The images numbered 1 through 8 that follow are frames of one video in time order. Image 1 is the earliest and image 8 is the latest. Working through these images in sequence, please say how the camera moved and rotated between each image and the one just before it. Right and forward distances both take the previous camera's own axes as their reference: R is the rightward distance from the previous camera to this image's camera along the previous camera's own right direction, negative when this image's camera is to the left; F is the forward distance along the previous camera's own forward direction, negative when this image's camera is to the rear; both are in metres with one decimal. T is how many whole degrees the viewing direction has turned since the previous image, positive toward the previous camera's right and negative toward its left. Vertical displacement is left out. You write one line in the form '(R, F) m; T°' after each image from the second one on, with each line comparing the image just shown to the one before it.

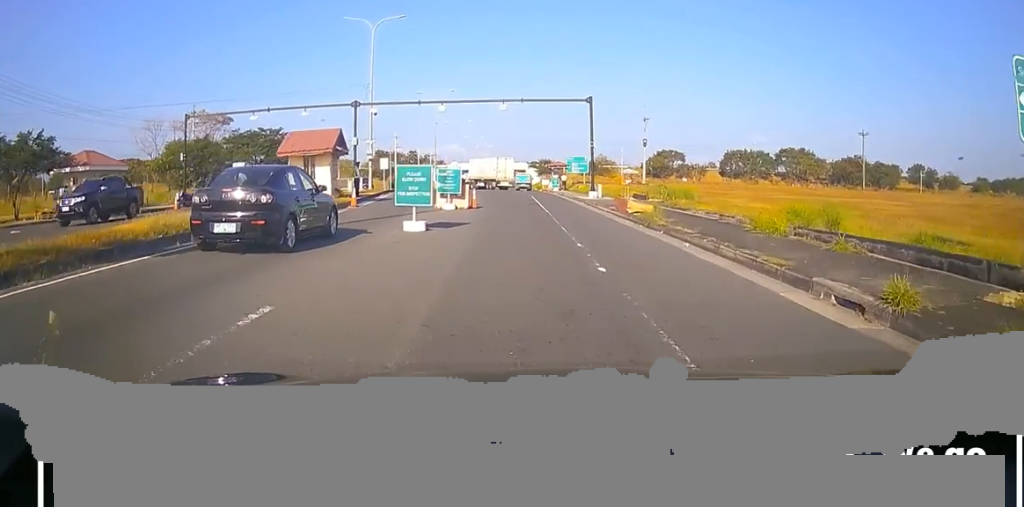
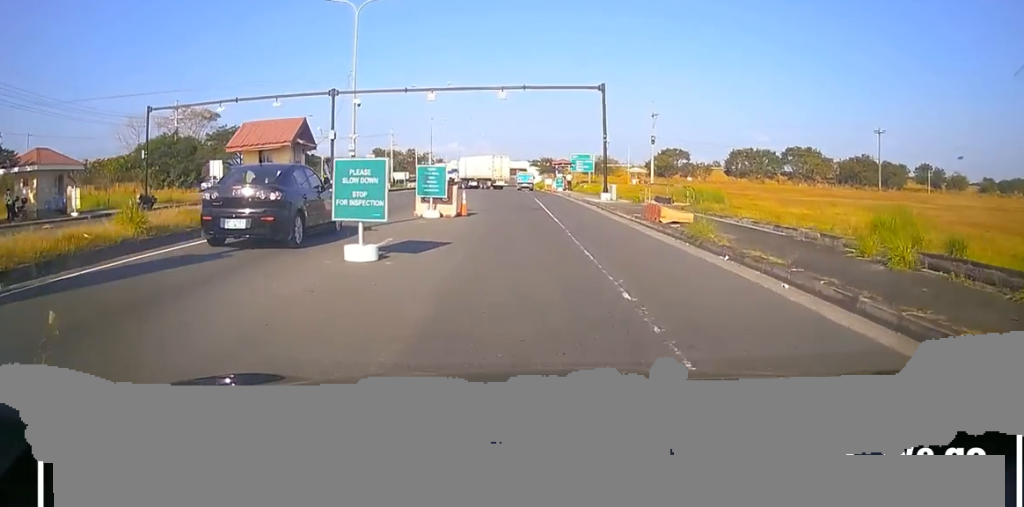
(-0.1, +5.4) m; +1°
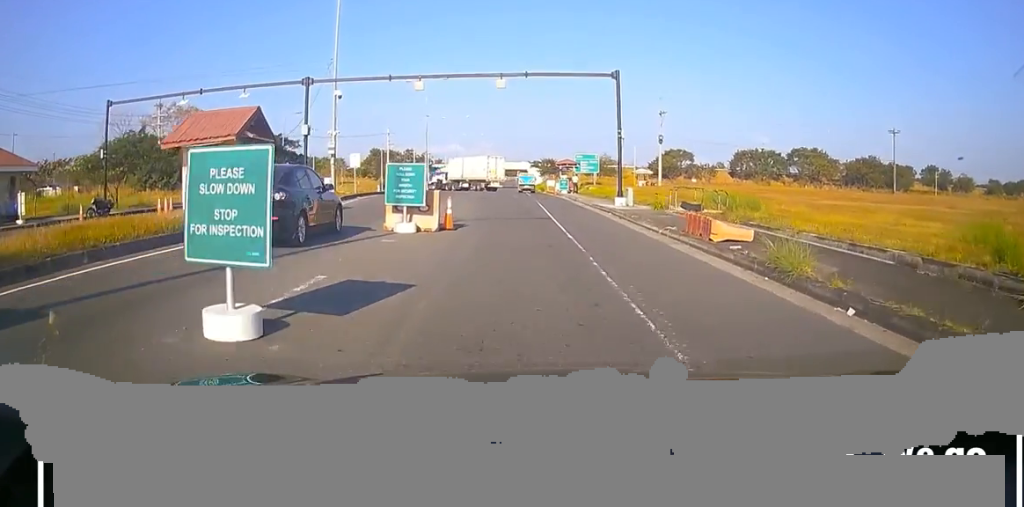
(+0.4, +4.6) m; +1°
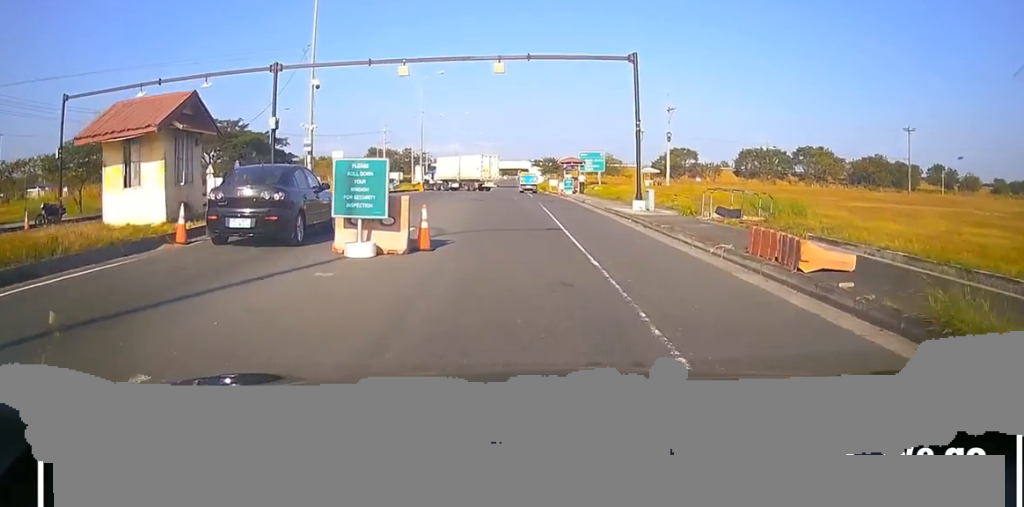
(+0.1, +4.4) m; +1°
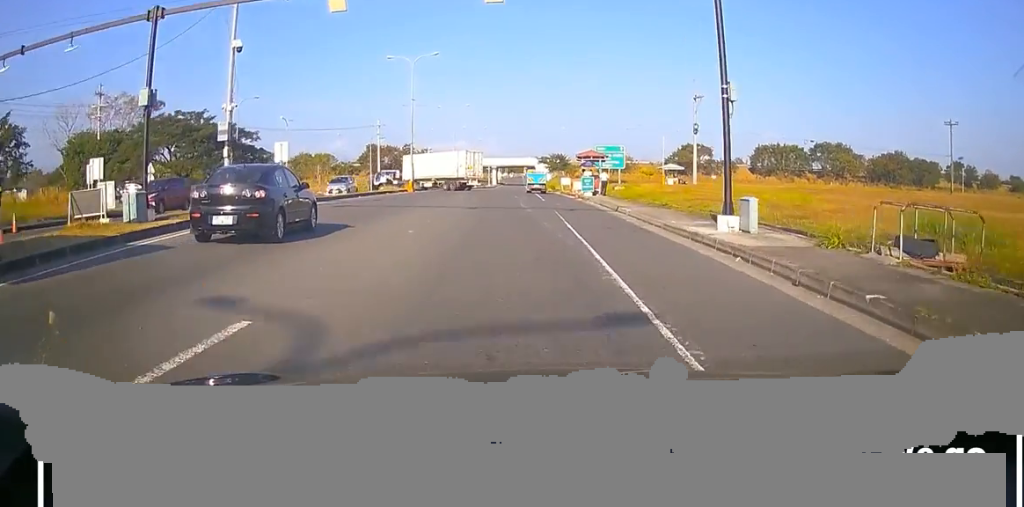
(-0.4, +10.2) m; 0°
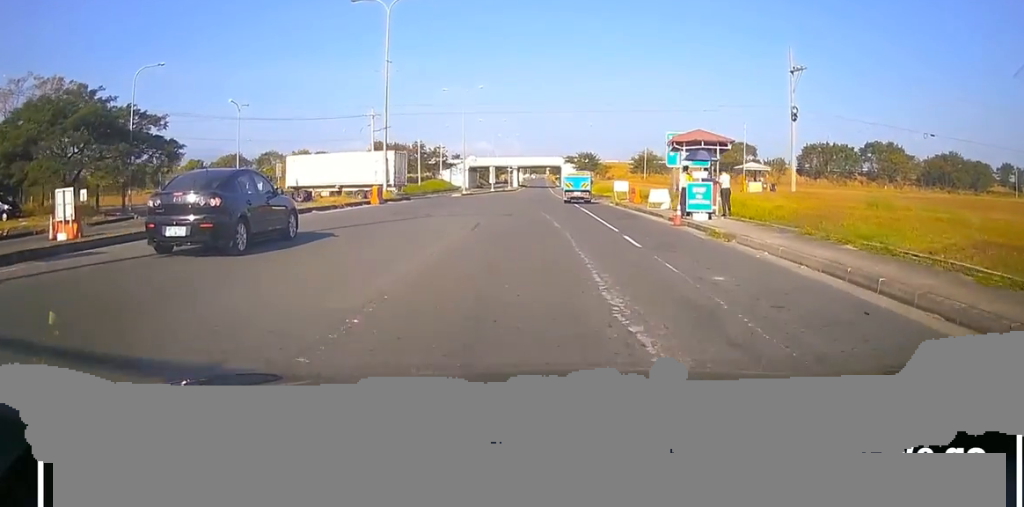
(+1.5, +22.6) m; -1°
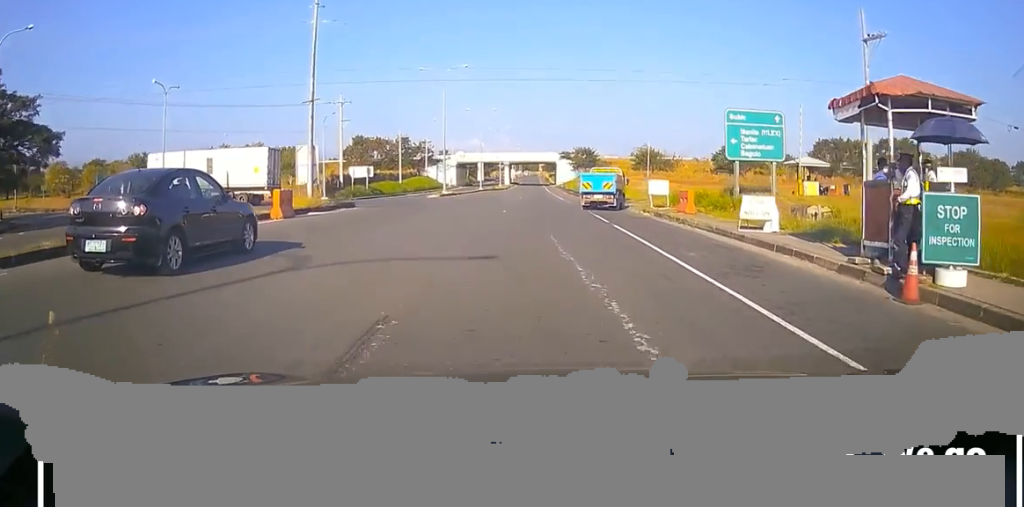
(-0.9, +14.0) m; -2°
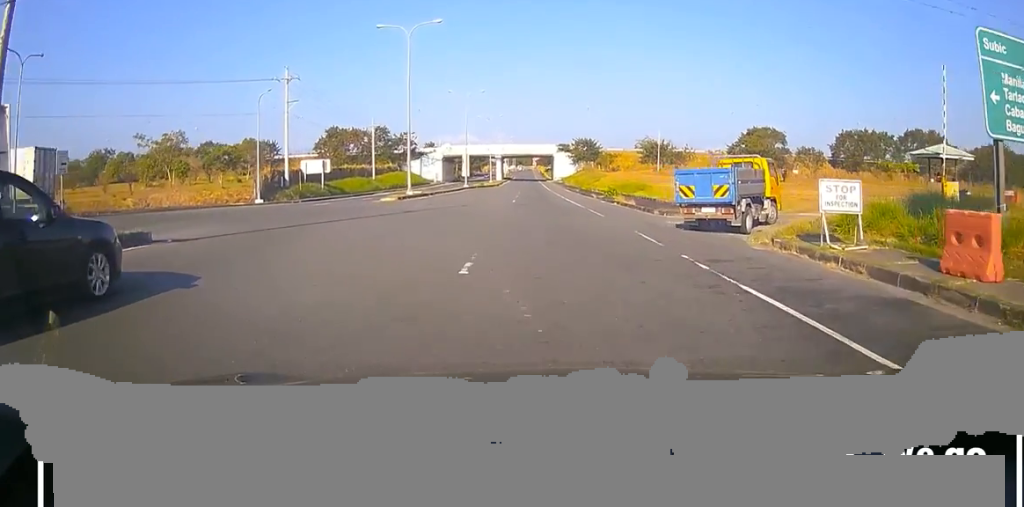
(+0.6, +18.6) m; +2°
